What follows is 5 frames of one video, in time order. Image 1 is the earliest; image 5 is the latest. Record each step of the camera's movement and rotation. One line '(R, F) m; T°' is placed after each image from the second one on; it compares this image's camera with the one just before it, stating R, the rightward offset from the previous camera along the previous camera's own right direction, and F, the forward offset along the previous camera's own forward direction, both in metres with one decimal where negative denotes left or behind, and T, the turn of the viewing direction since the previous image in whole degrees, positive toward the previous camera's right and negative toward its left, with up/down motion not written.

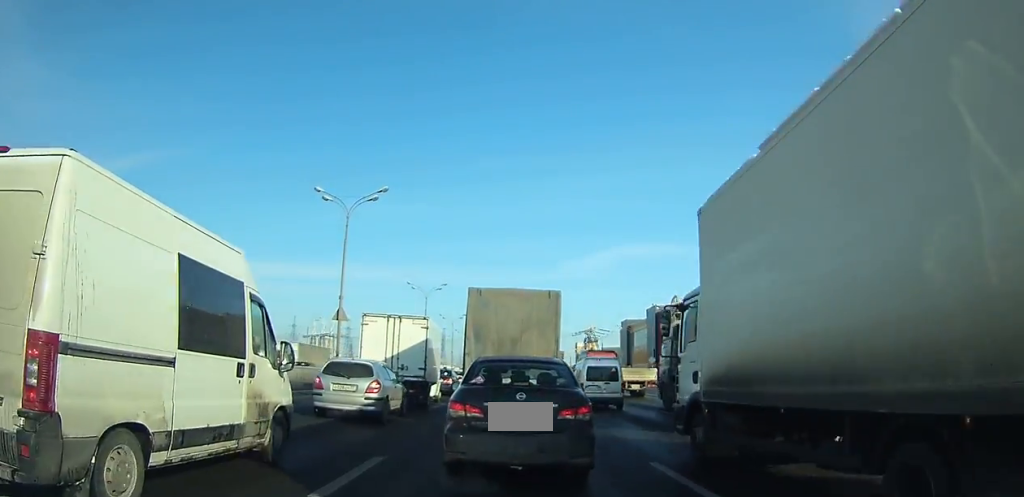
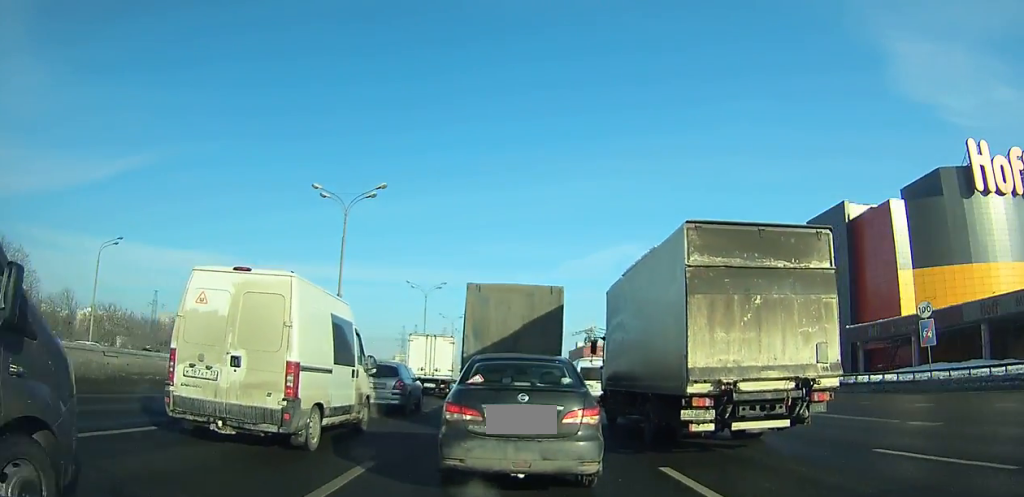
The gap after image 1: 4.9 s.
(0.0, +13.0) m; 0°
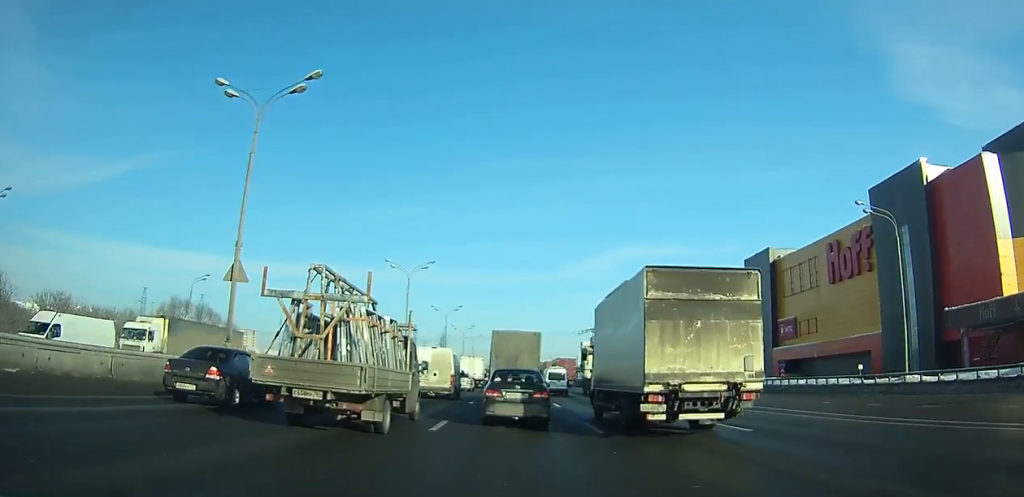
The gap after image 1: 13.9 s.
(0.0, +20.8) m; 0°
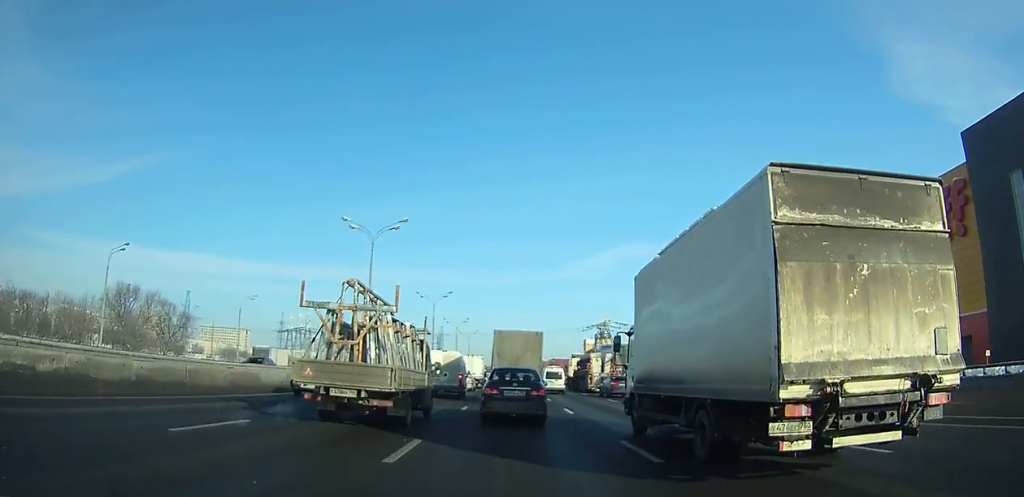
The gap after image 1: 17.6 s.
(0.0, +8.0) m; 0°
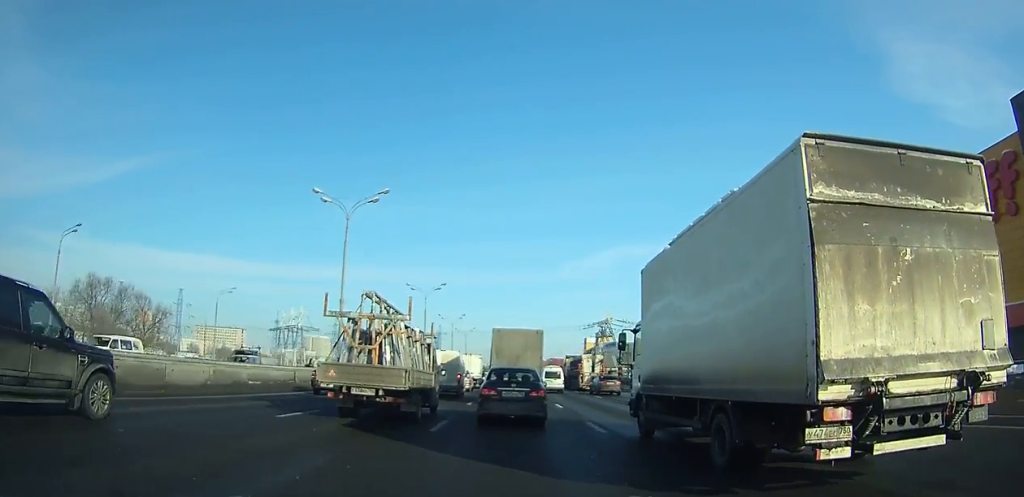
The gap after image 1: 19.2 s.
(0.0, +3.5) m; 0°
